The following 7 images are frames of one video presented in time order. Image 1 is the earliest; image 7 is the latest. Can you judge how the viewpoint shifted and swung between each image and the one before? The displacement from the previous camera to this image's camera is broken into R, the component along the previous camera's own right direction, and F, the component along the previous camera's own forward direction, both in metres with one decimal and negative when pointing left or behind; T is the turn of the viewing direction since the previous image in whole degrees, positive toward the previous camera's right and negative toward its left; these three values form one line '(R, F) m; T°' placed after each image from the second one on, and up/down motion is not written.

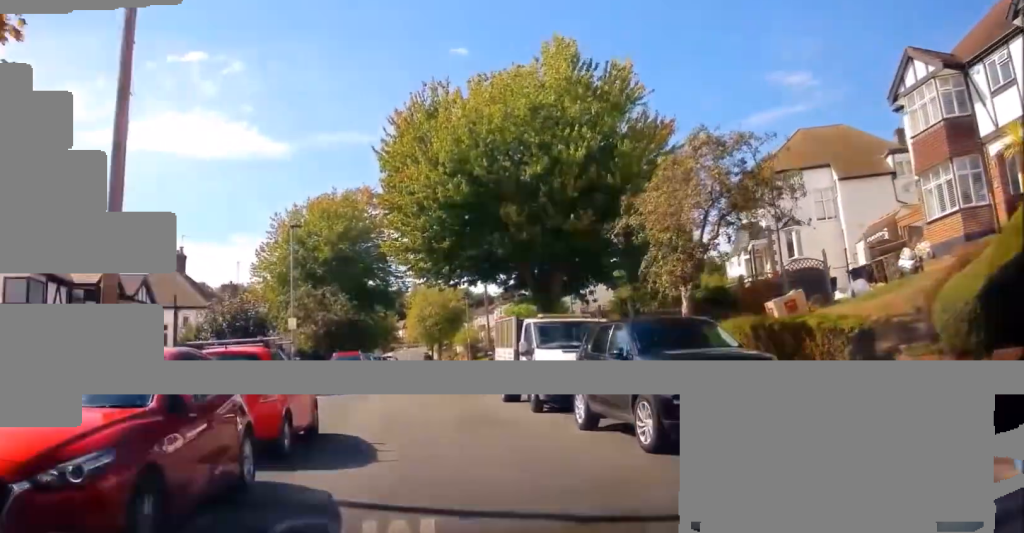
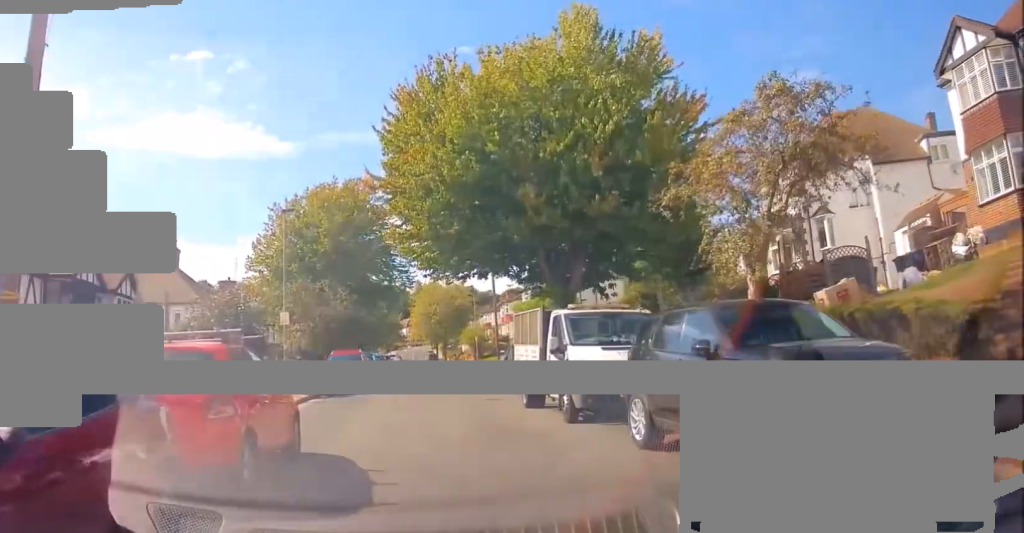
(+0.2, +2.3) m; -1°
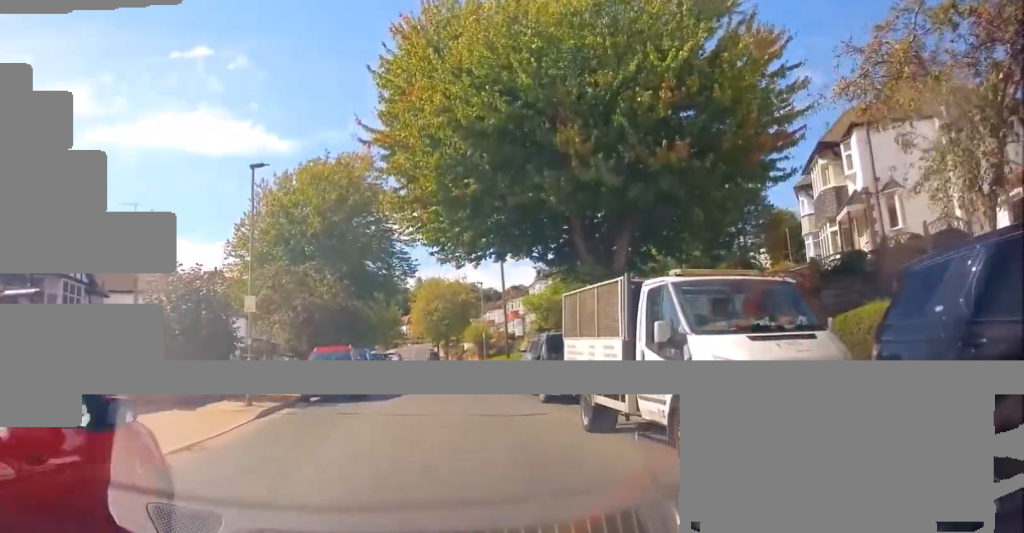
(0.0, +5.0) m; -2°
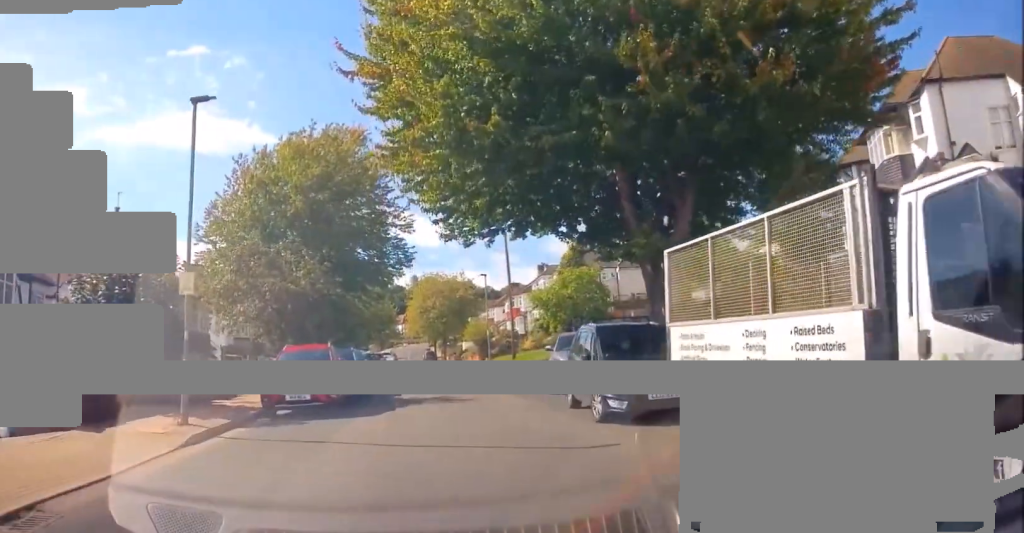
(-0.1, +4.7) m; +3°
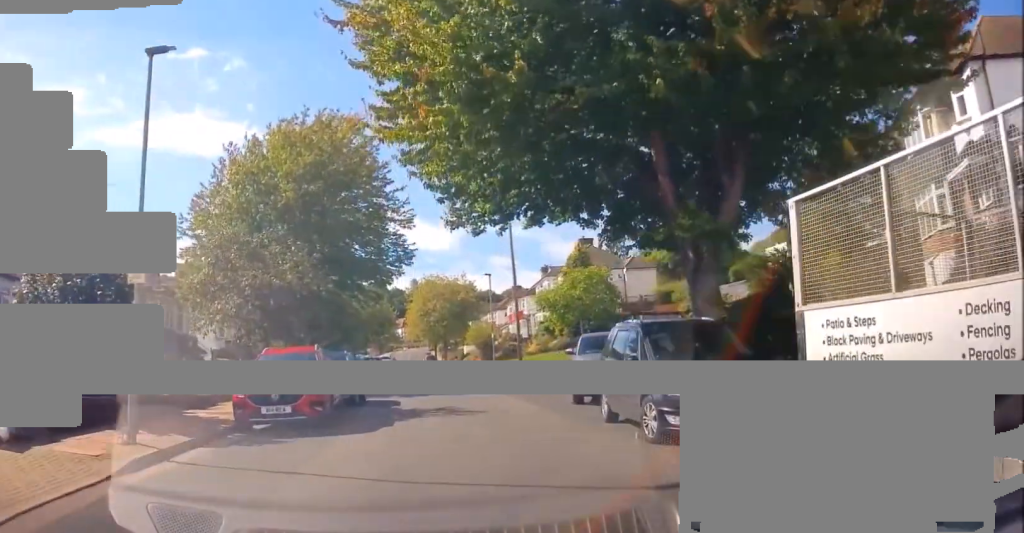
(+0.1, +2.5) m; +3°
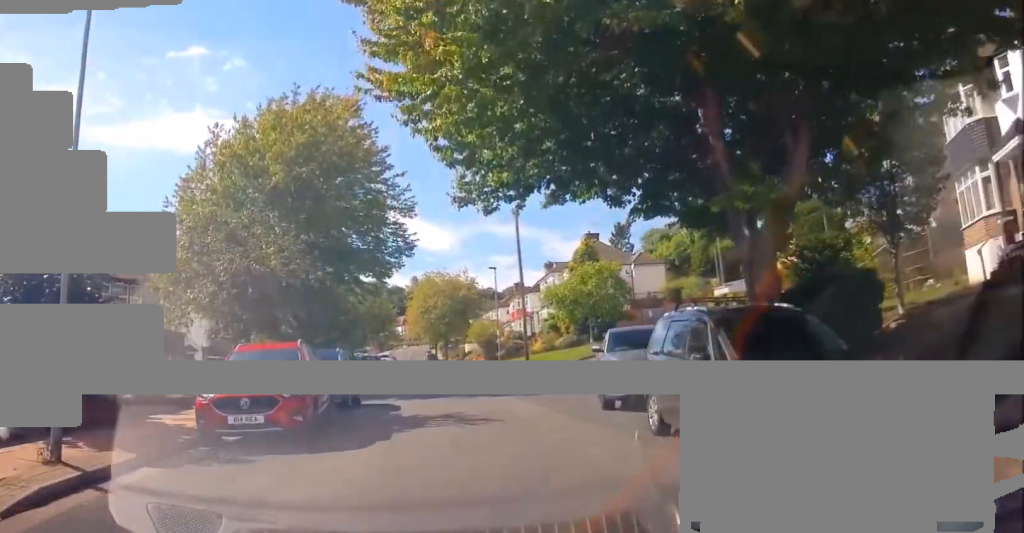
(0.0, +2.4) m; -1°
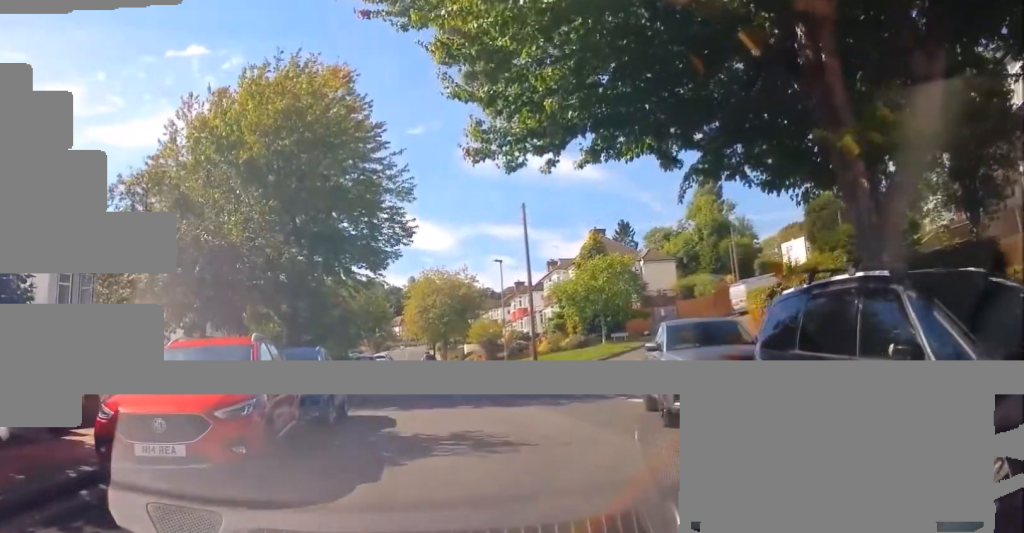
(-0.1, +3.3) m; -4°
